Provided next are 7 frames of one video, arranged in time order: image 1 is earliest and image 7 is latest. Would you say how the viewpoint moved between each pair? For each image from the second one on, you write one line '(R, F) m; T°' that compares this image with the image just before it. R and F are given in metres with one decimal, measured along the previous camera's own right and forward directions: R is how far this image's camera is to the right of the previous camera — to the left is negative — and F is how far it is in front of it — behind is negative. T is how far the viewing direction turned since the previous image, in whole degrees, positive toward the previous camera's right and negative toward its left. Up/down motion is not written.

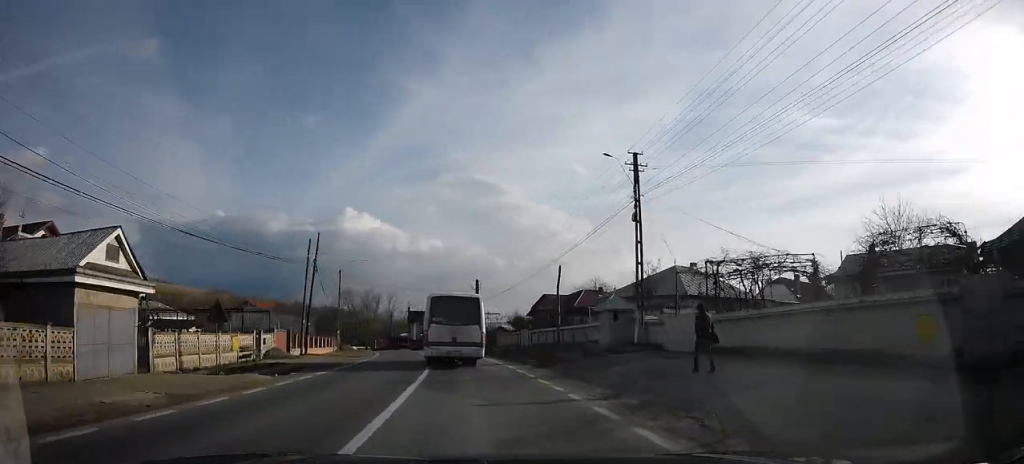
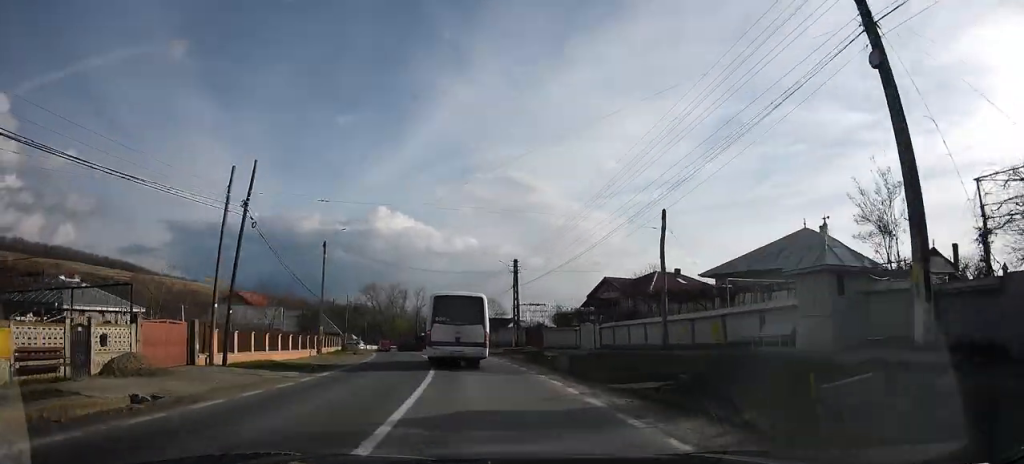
(-0.4, +15.1) m; -5°
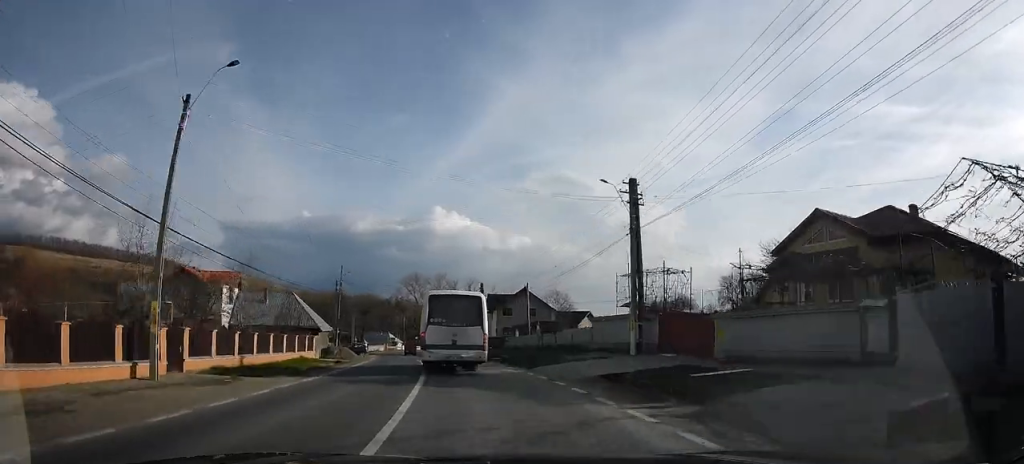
(-2.3, +24.3) m; -8°
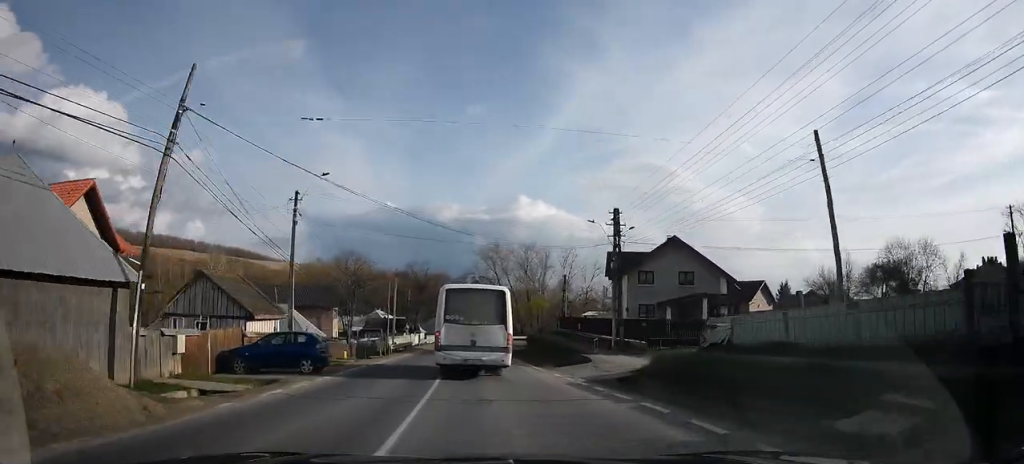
(-0.4, +32.5) m; -6°
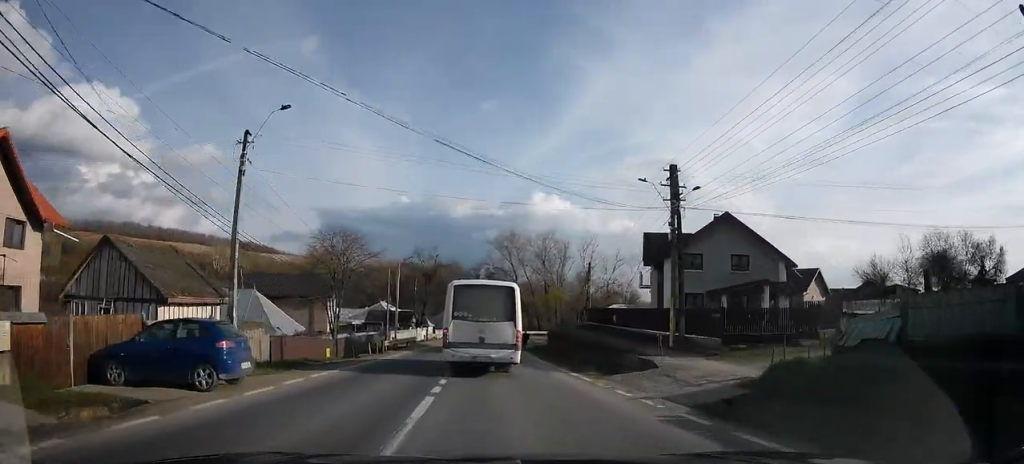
(-0.6, +7.7) m; -2°
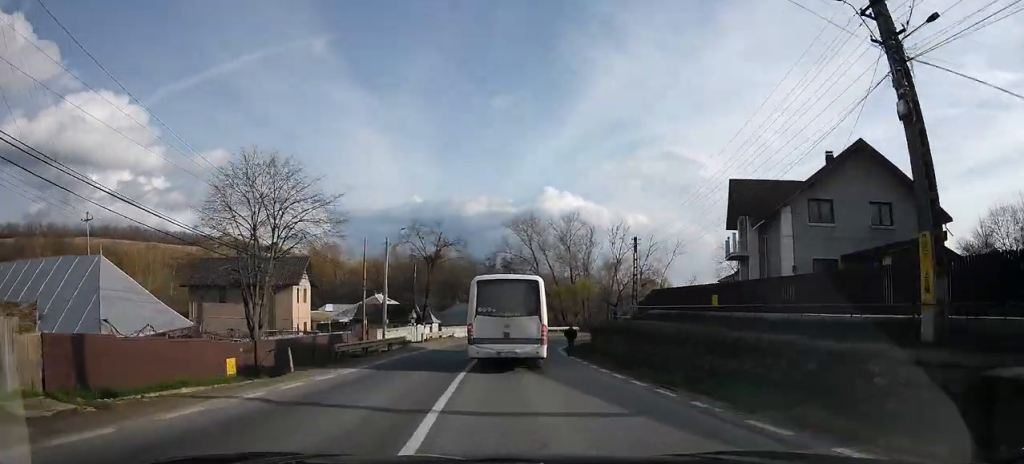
(-0.2, +15.1) m; -1°
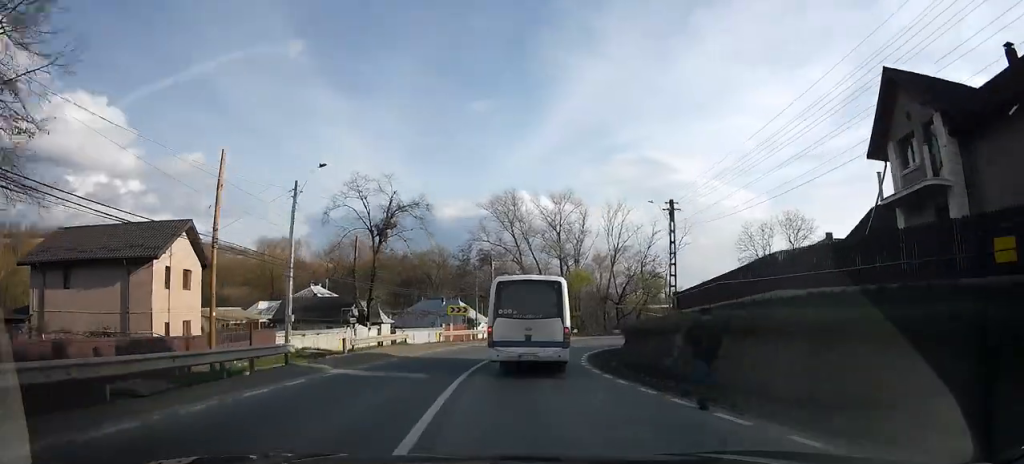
(-0.3, +16.9) m; -4°
